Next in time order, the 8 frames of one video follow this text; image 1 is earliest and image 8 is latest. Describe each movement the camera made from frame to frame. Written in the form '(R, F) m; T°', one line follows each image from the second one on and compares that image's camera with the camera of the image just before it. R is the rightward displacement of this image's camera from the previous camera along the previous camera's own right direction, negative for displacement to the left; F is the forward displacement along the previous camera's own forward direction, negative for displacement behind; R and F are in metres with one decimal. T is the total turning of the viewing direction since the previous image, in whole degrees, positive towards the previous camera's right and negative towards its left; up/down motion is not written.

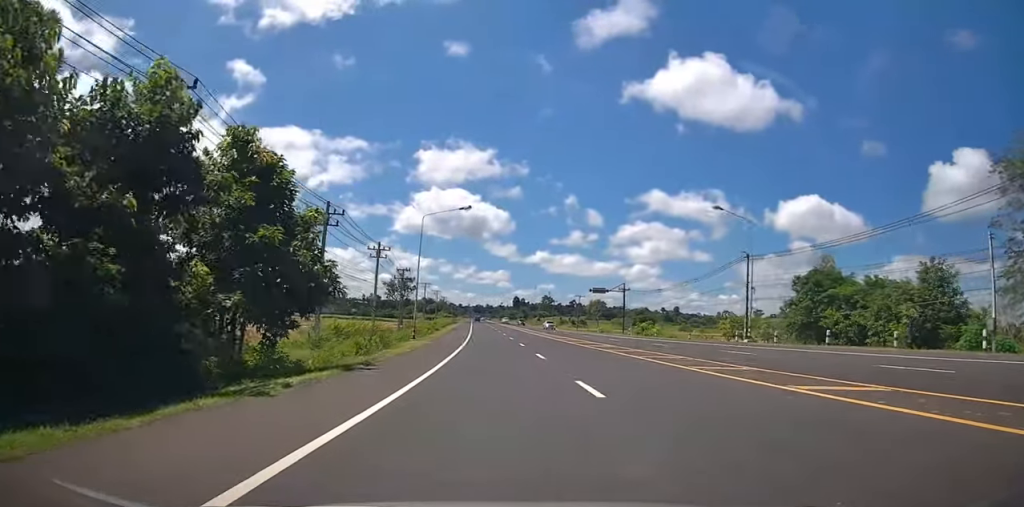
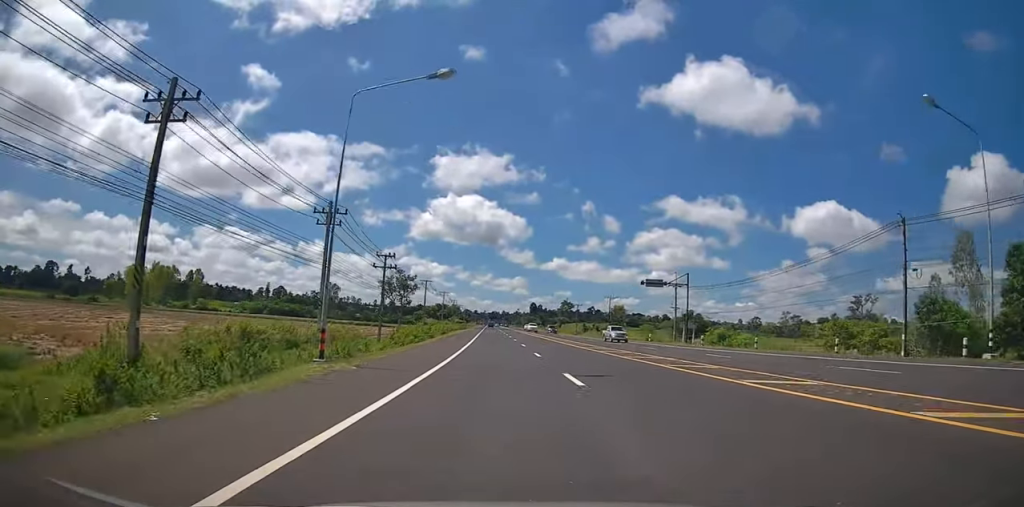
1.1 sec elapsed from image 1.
(-0.3, +21.4) m; -2°
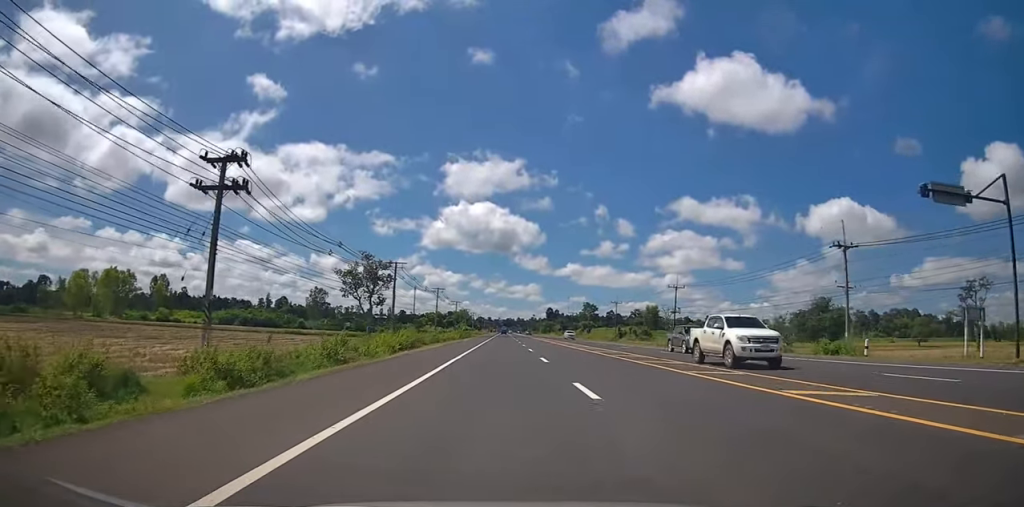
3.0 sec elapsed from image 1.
(-0.5, +38.1) m; -1°
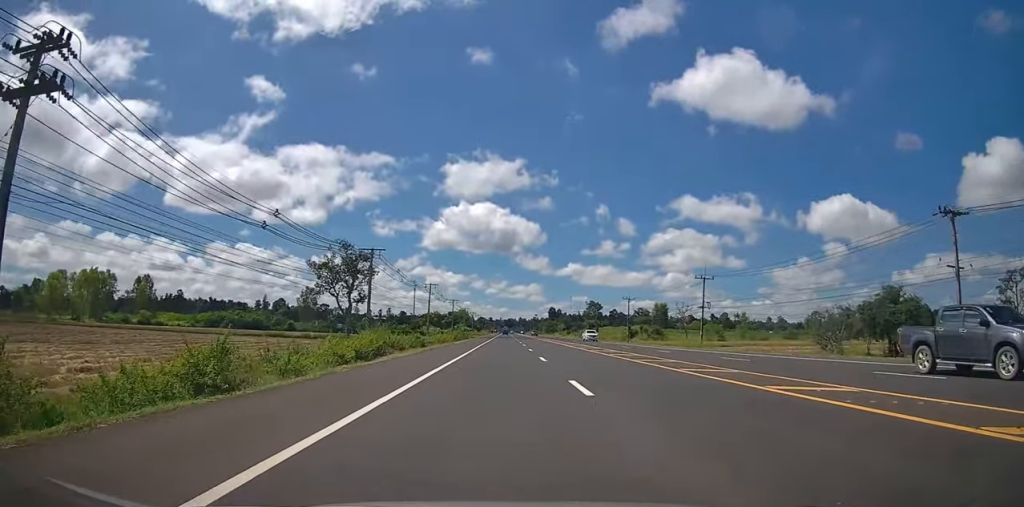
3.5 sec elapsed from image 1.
(-0.2, +11.6) m; -1°
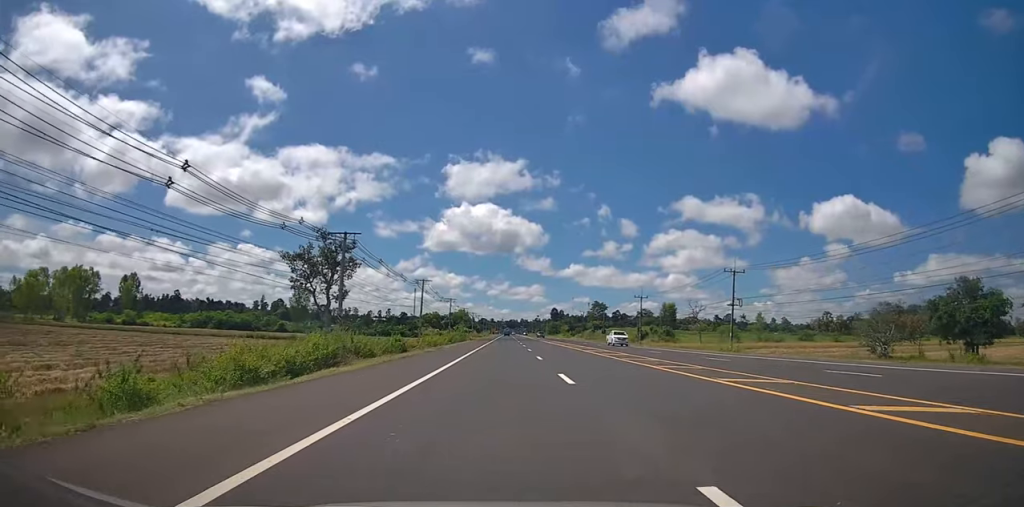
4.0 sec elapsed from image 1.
(-0.1, +9.3) m; 0°
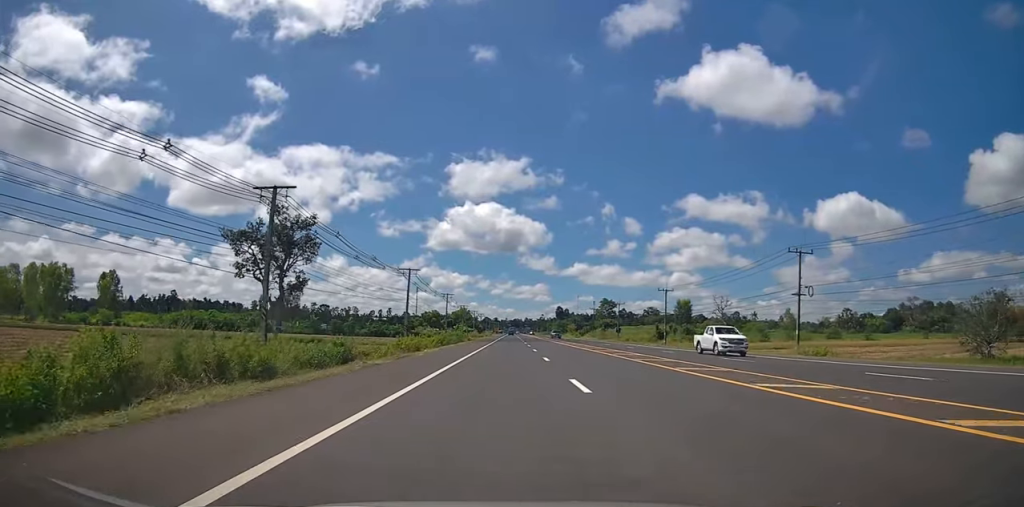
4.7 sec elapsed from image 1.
(0.0, +14.2) m; 0°
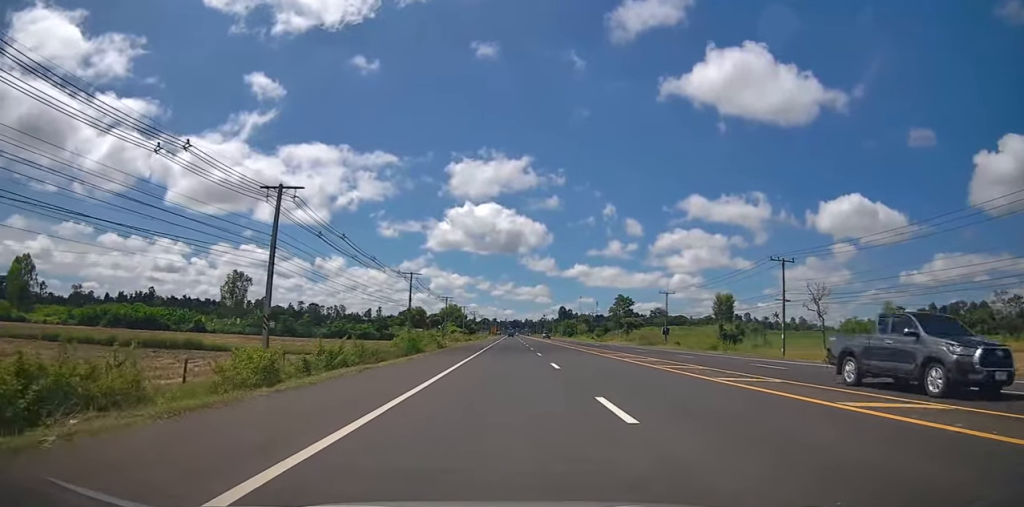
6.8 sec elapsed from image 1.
(+0.3, +39.6) m; +2°
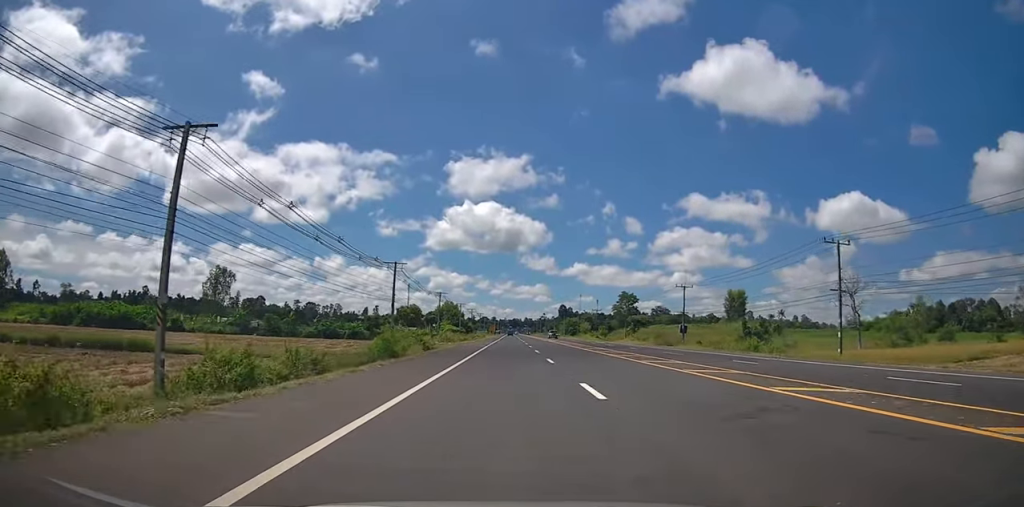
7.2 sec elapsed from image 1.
(+0.2, +9.5) m; 0°
